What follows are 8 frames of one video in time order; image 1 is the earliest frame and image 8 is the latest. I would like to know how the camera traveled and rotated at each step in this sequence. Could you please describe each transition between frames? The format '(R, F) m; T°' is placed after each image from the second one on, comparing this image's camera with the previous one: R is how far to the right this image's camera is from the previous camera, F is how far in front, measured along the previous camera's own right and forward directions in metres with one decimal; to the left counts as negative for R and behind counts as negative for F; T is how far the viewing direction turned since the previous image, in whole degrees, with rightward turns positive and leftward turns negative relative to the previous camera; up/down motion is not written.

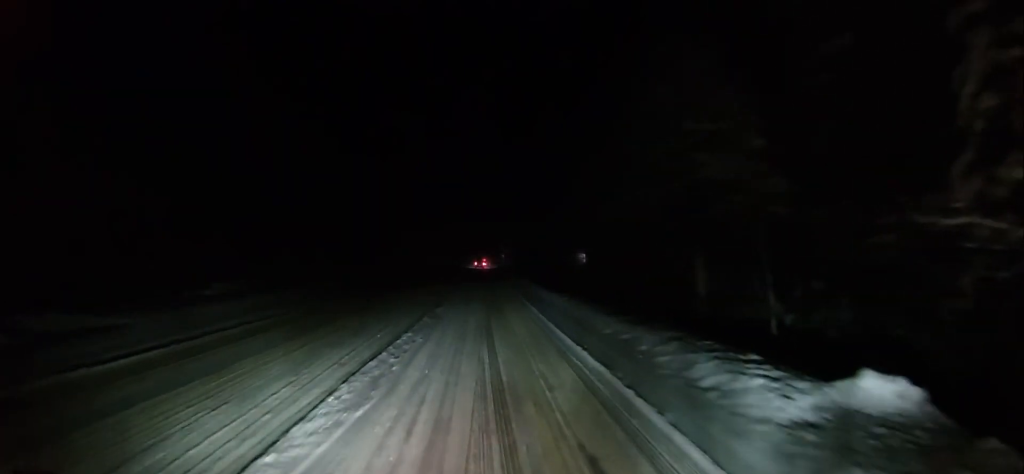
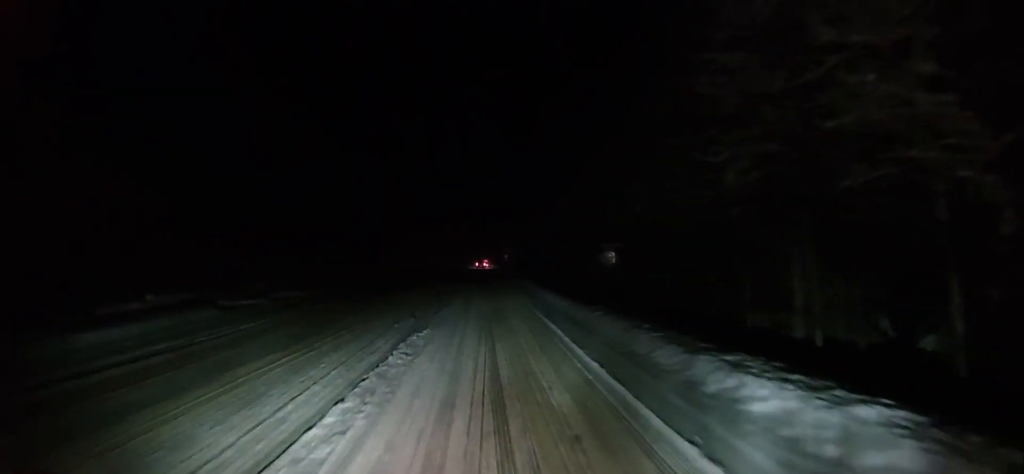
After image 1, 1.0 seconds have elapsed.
(0.0, +9.7) m; 0°
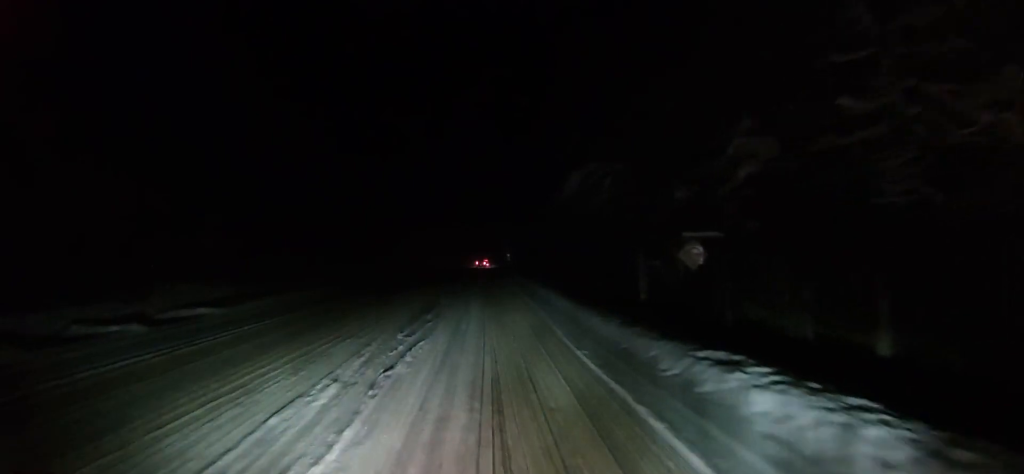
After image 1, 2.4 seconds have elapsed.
(-0.2, +14.1) m; 0°
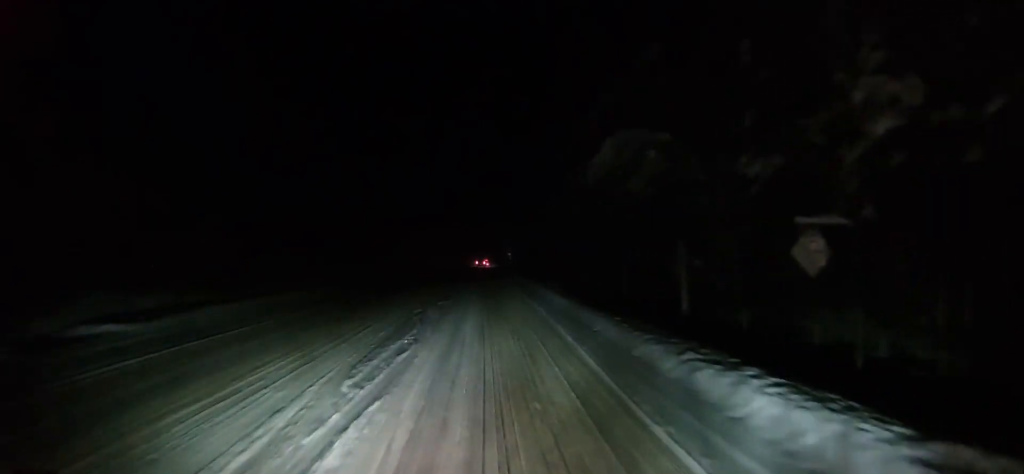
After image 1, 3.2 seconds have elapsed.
(+0.2, +7.9) m; +1°
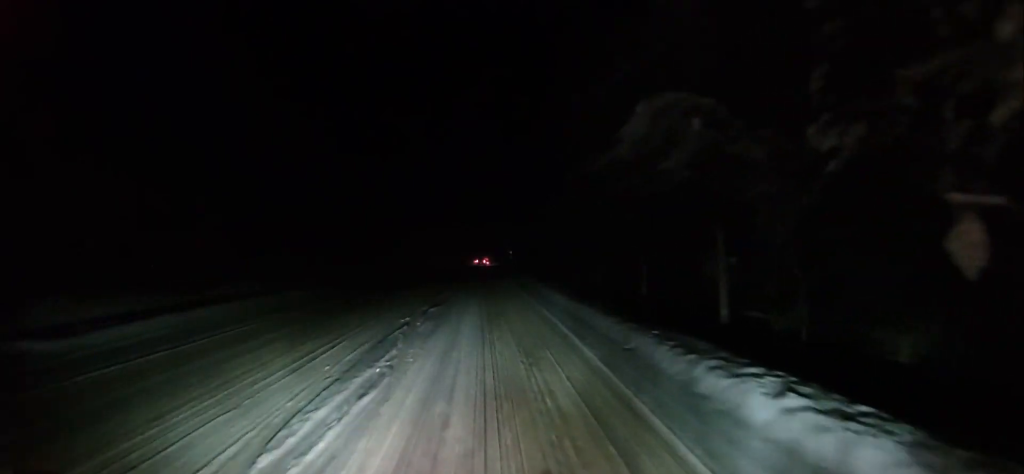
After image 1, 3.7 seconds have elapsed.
(0.0, +5.0) m; 0°
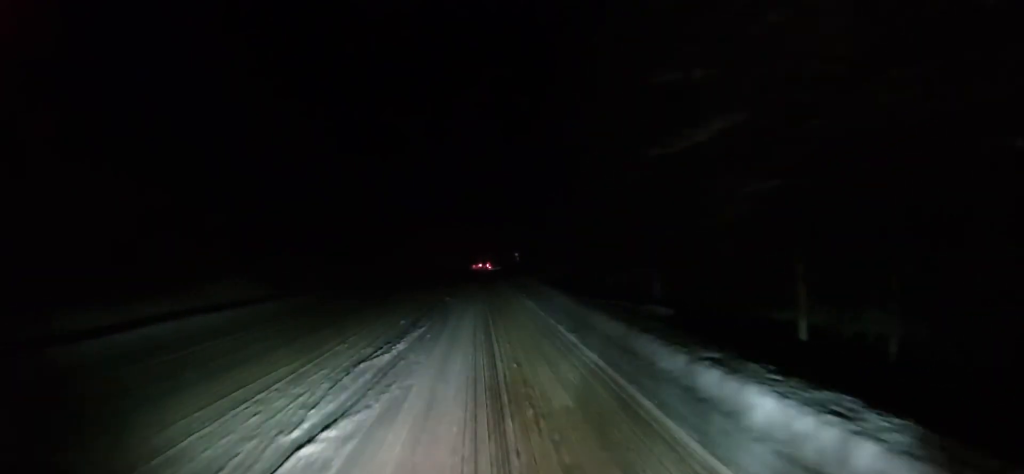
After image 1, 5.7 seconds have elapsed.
(-0.8, +20.4) m; -1°
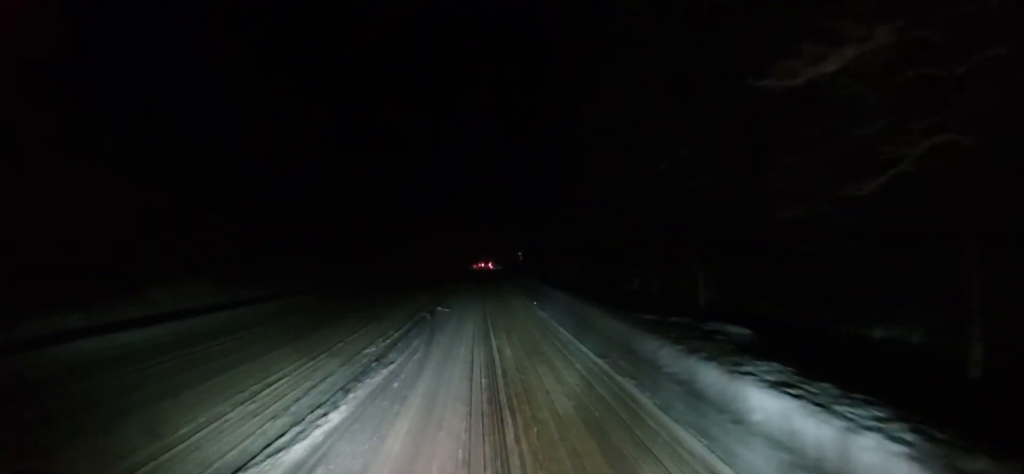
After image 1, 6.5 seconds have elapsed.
(+0.3, +8.0) m; +2°
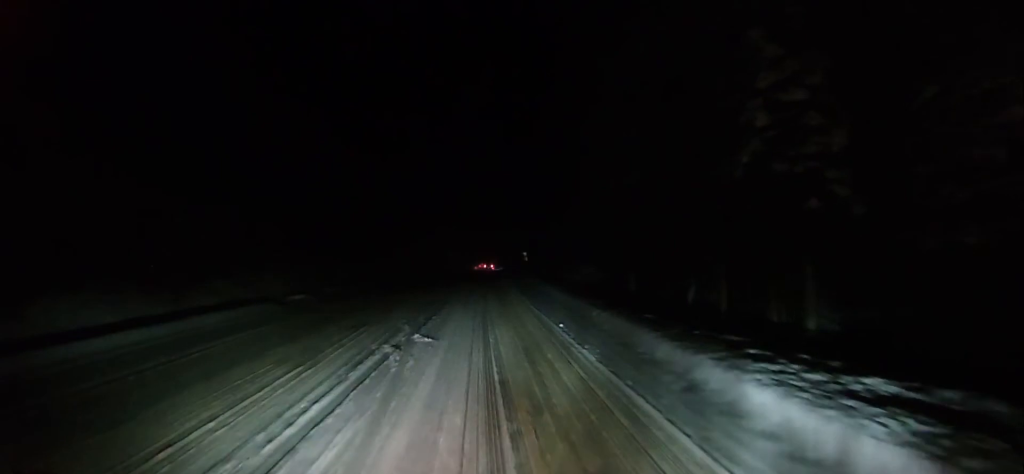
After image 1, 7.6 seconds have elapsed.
(0.0, +10.7) m; -1°
